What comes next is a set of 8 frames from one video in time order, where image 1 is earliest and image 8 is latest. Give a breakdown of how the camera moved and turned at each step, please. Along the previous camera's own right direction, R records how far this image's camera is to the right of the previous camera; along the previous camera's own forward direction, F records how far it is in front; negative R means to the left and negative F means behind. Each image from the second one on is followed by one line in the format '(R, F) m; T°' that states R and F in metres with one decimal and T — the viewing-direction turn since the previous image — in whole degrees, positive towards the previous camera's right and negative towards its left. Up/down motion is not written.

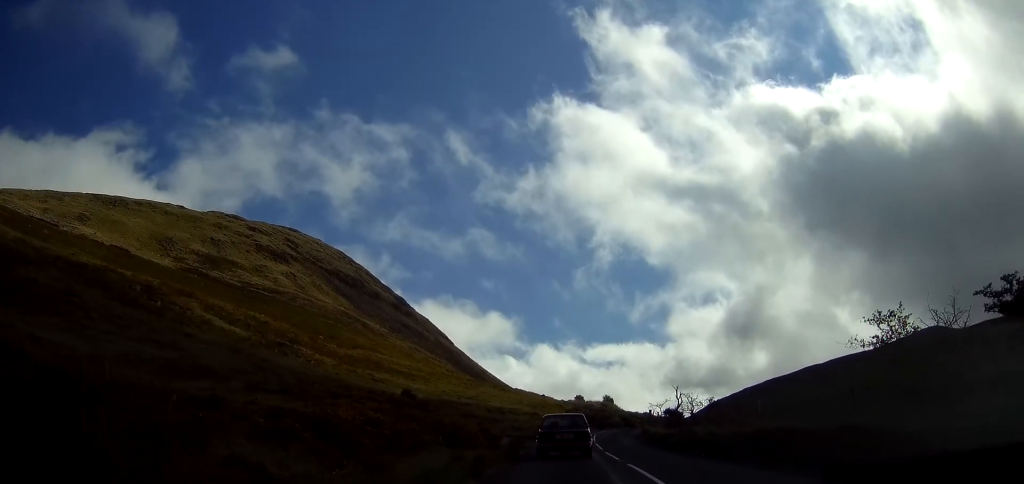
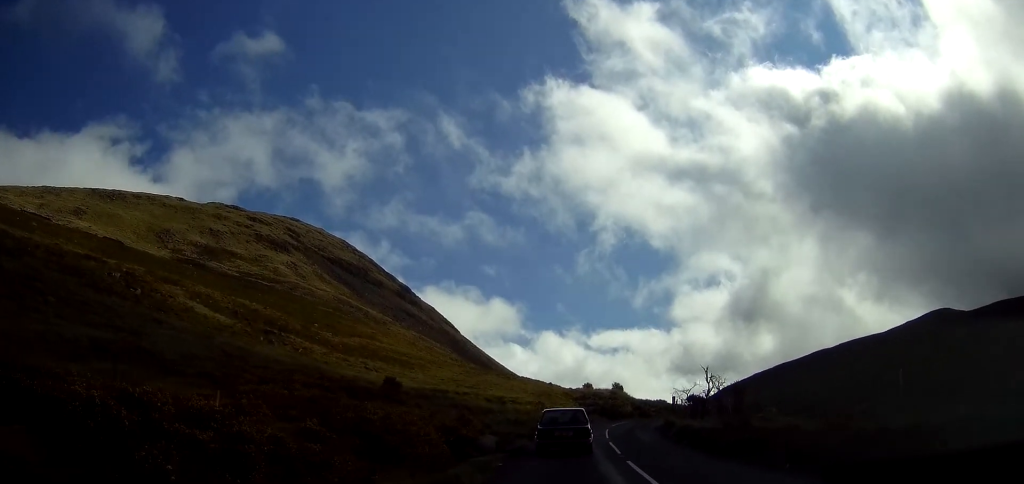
(+0.3, +8.3) m; +2°
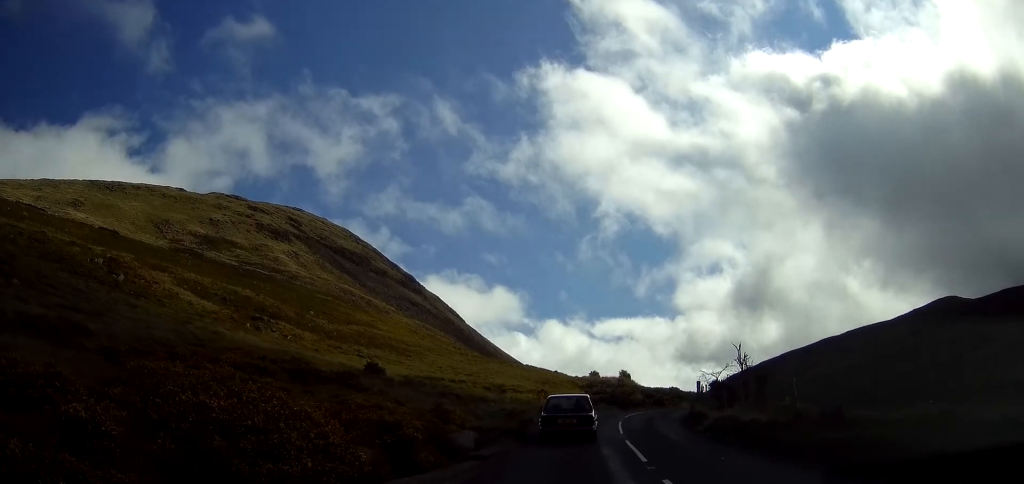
(0.0, +6.5) m; -1°
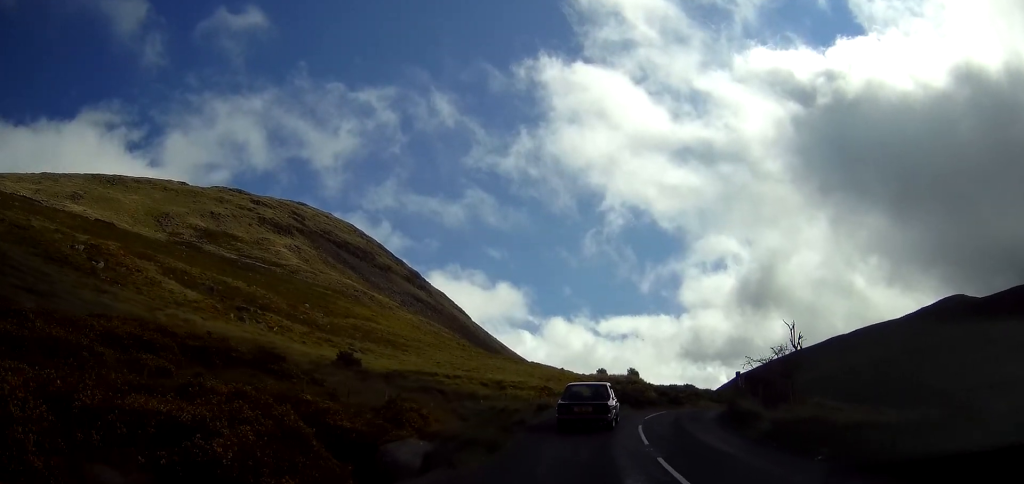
(-0.2, +7.0) m; -2°
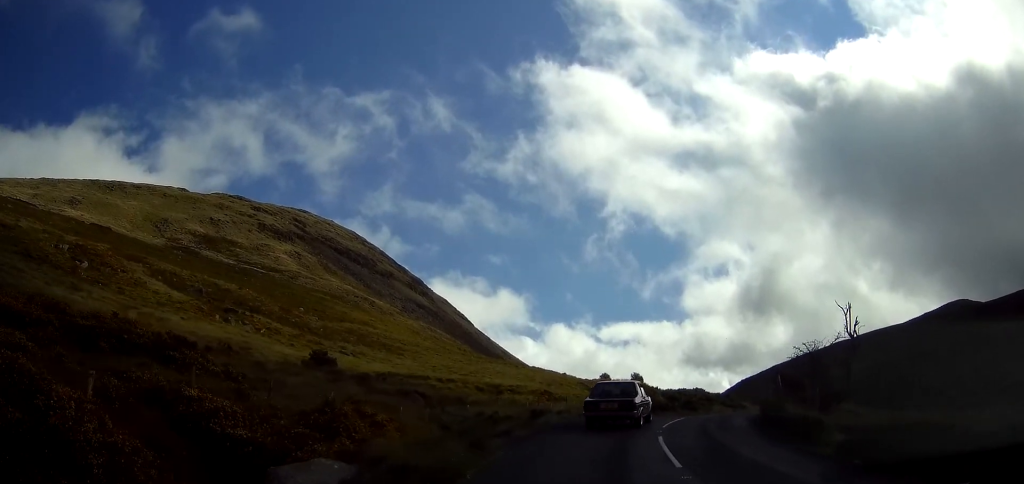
(0.0, +5.0) m; 0°
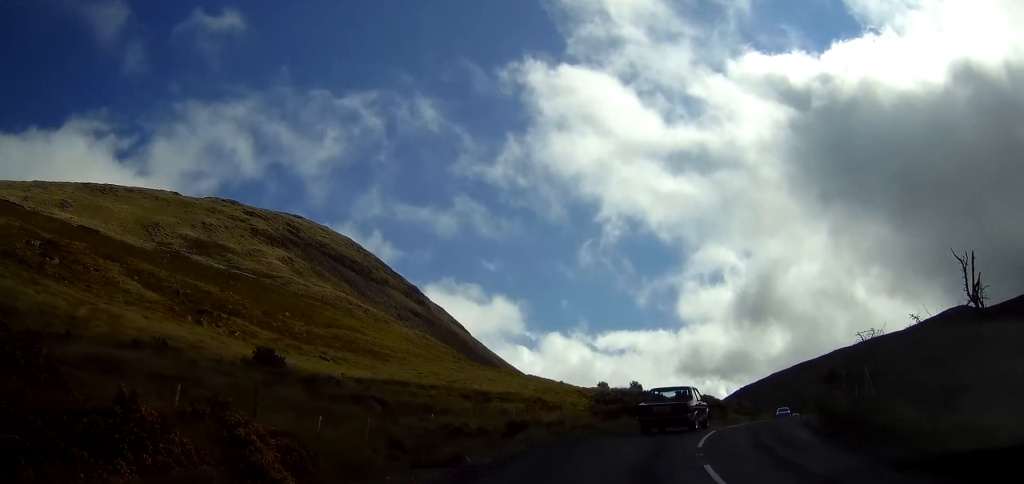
(0.0, +6.8) m; +2°
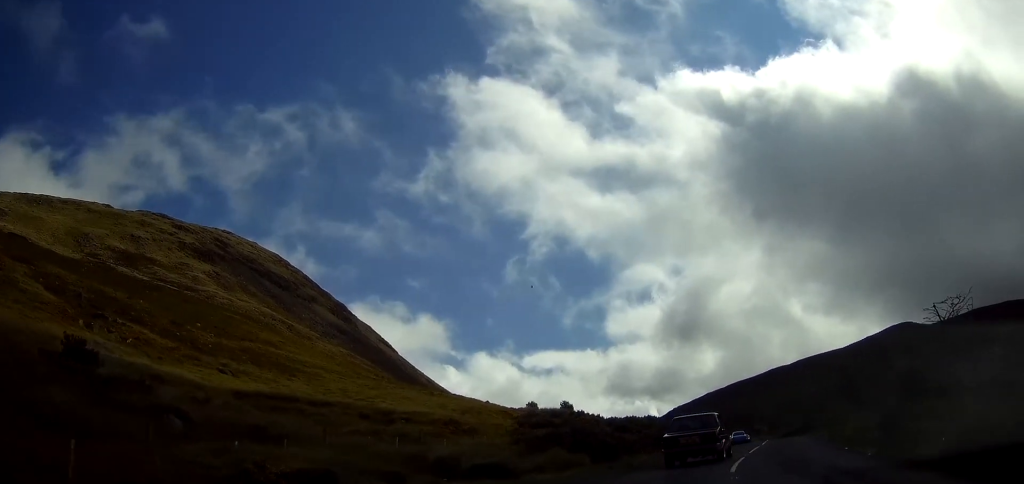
(+0.5, +9.8) m; +7°
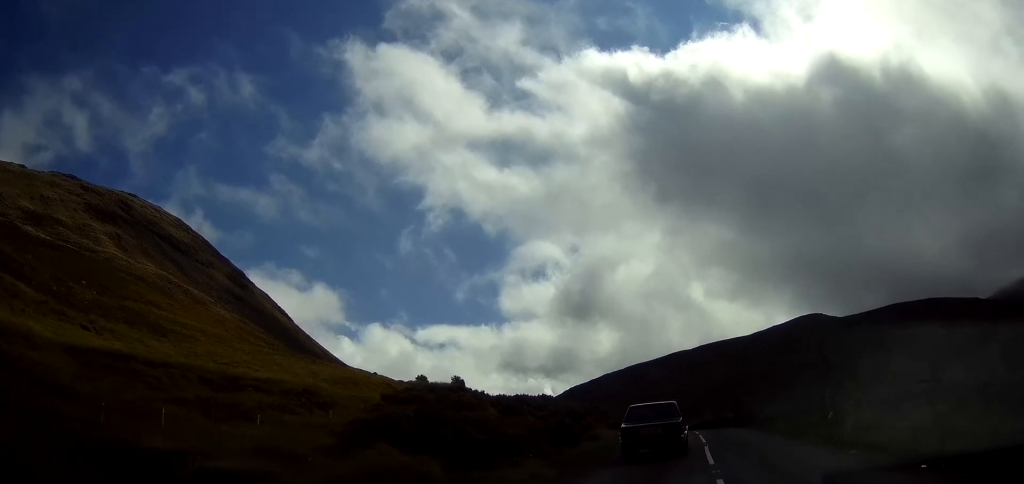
(+0.5, +8.6) m; +7°
